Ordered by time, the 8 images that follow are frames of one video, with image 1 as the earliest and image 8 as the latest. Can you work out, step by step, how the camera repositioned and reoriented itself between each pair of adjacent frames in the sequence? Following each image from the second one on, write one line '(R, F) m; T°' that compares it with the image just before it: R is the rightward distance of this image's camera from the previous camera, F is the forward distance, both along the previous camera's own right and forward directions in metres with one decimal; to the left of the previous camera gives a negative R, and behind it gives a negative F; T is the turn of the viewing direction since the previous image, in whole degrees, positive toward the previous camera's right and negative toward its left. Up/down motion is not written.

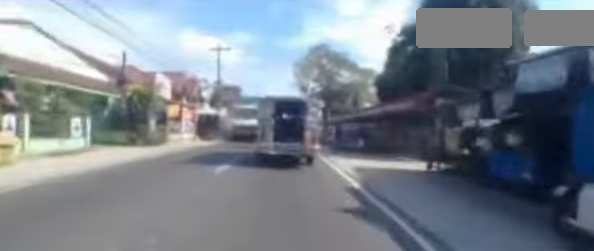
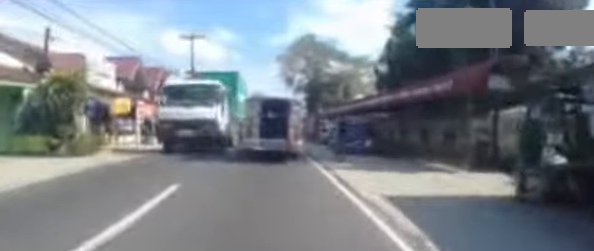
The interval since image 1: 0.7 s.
(0.0, +4.4) m; +2°
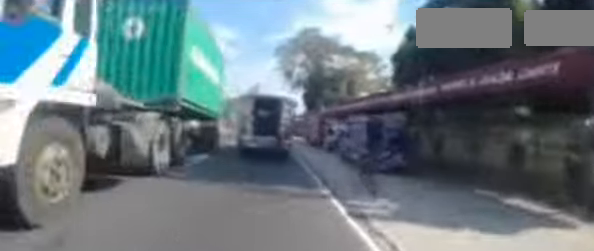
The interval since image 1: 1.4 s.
(0.0, +4.3) m; +2°
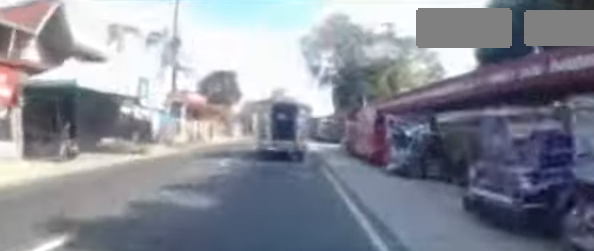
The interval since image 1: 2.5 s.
(+0.3, +7.4) m; -1°
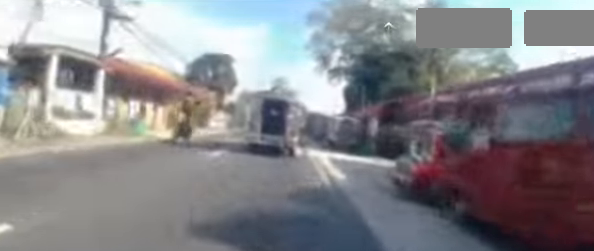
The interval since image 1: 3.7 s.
(-0.5, +9.4) m; -6°
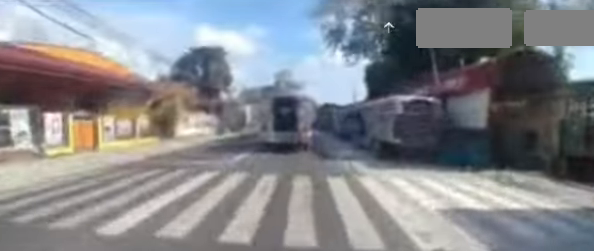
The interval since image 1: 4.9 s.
(-0.4, +8.8) m; -2°
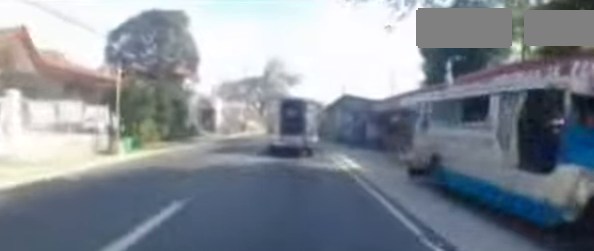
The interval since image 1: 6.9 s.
(+0.8, +15.8) m; +4°
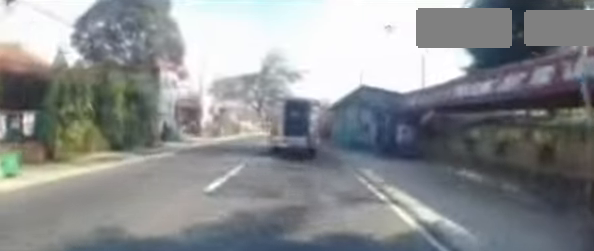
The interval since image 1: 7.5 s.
(0.0, +5.1) m; 0°
